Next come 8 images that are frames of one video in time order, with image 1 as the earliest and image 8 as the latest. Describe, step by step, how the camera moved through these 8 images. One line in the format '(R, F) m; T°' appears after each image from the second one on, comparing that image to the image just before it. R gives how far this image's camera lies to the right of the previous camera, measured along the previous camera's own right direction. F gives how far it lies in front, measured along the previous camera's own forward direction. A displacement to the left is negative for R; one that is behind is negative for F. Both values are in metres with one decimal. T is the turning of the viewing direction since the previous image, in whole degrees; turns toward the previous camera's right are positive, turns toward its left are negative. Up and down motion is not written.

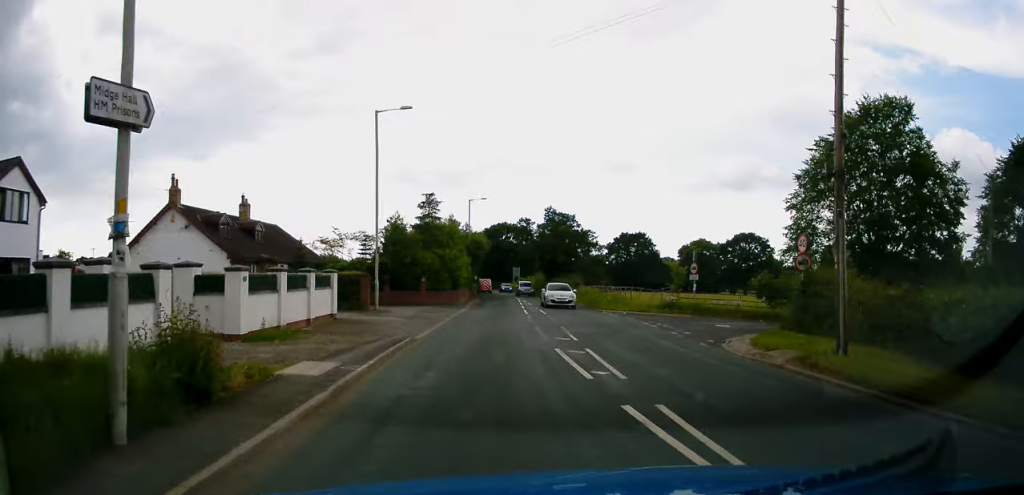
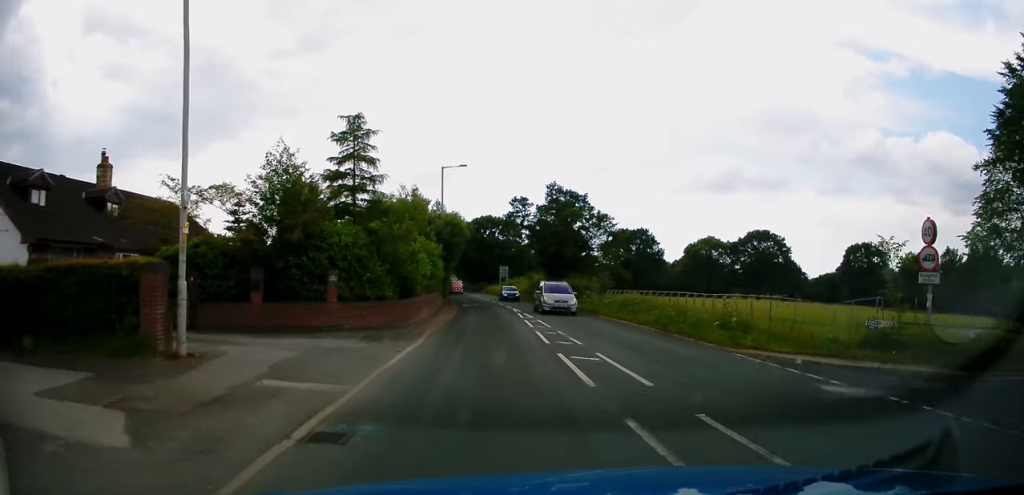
(+0.7, +18.3) m; +3°
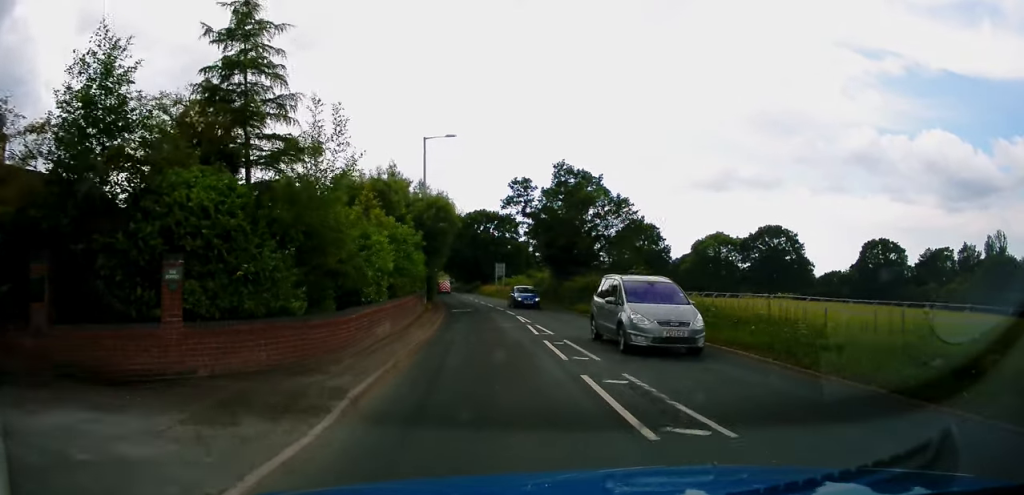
(0.0, +9.1) m; 0°
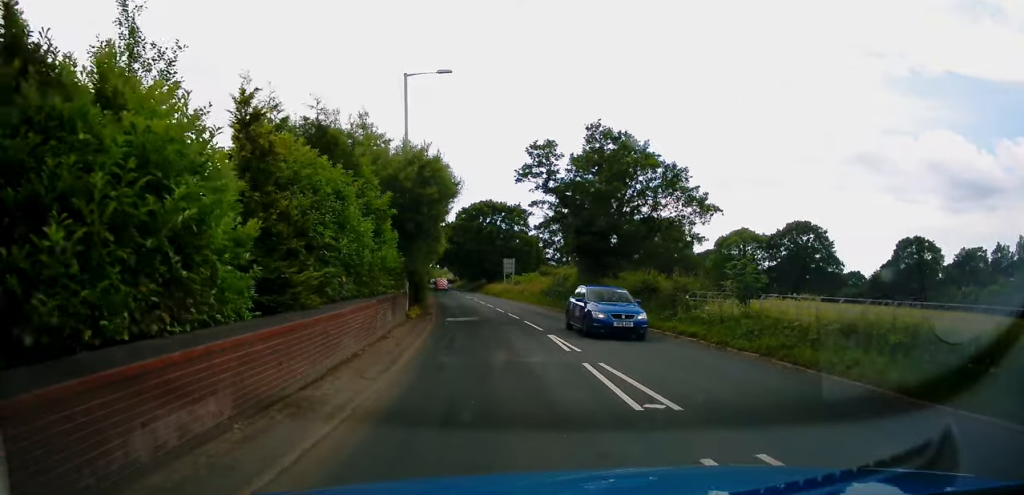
(0.0, +10.8) m; 0°
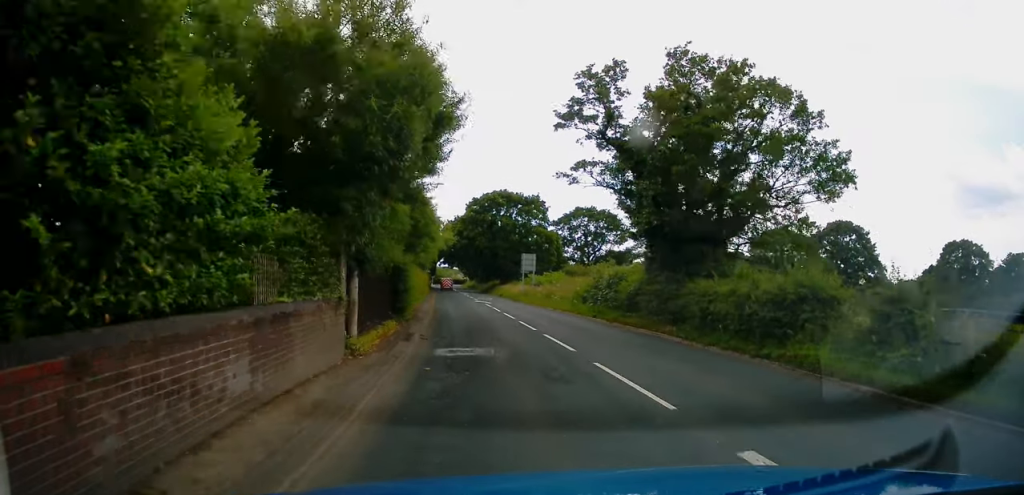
(0.0, +11.6) m; 0°
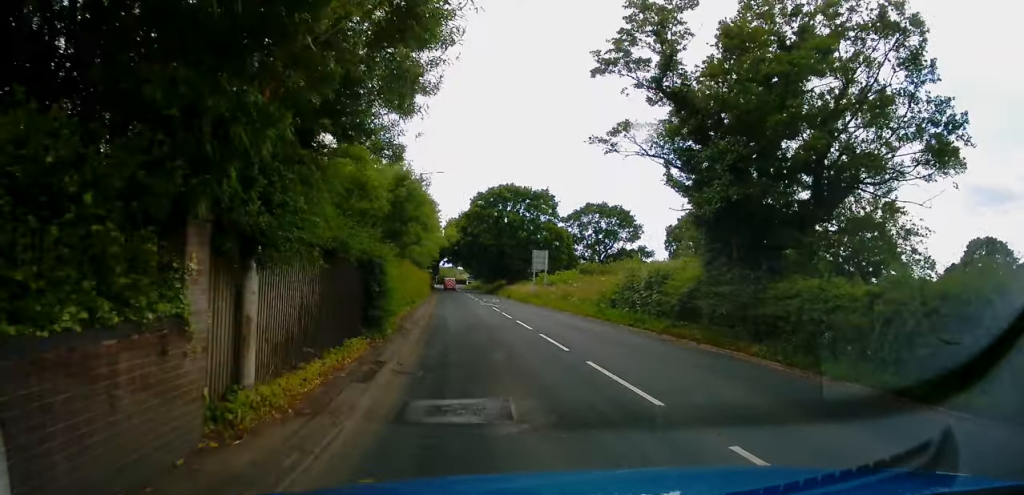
(0.0, +5.7) m; 0°
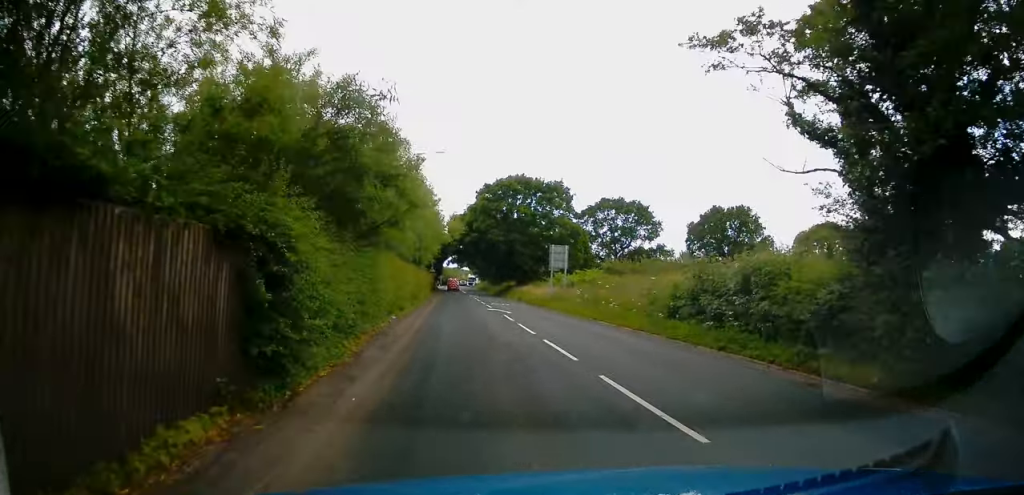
(0.0, +7.6) m; -1°
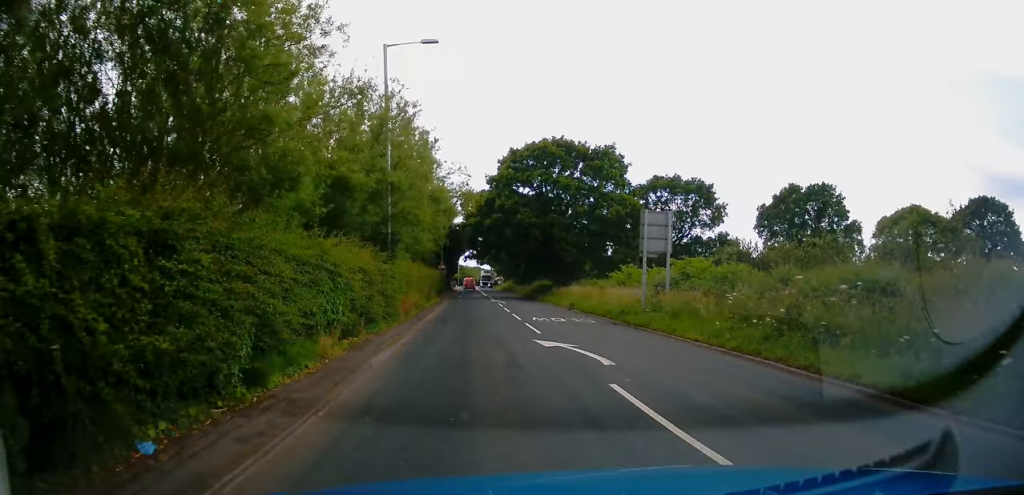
(-0.6, +18.7) m; -3°
